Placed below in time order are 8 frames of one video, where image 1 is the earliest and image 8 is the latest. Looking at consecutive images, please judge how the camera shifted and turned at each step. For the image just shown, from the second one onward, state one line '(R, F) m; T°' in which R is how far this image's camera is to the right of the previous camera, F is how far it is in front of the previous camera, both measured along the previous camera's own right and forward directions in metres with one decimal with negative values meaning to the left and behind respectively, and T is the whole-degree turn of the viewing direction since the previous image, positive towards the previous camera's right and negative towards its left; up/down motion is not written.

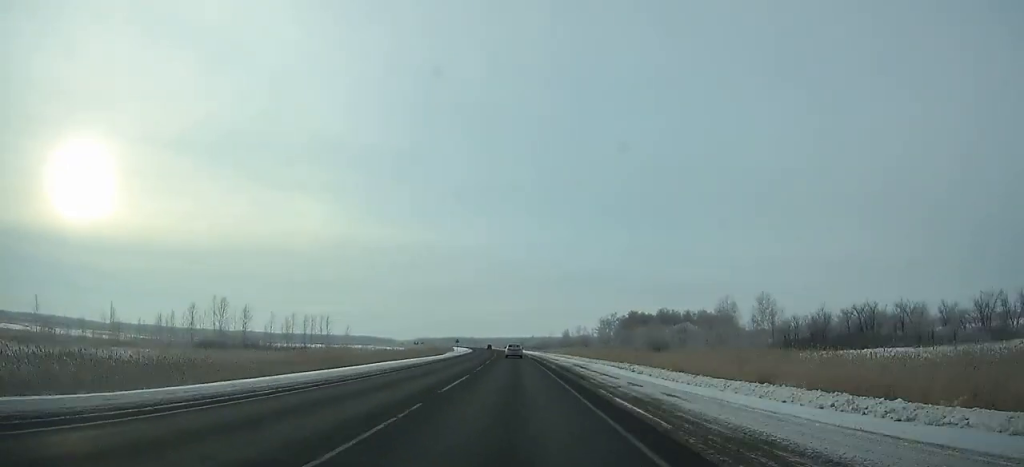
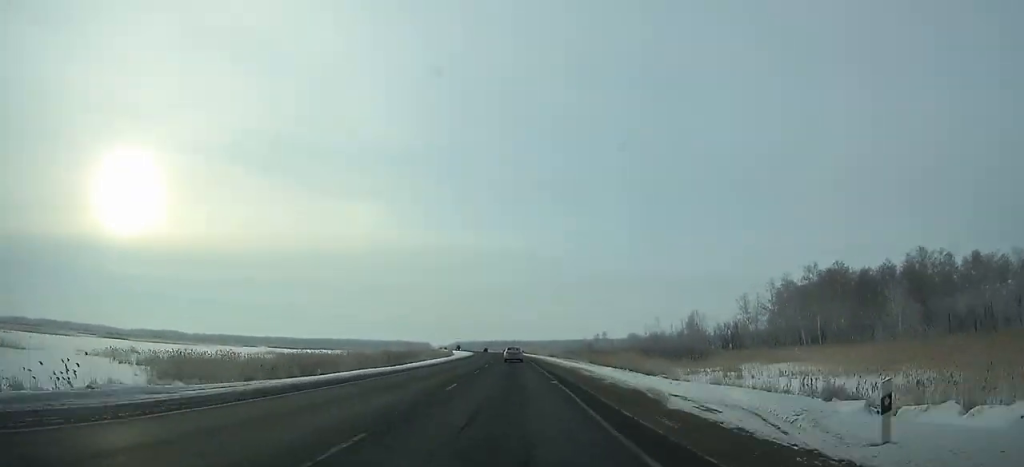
(-6.9, +165.3) m; -5°
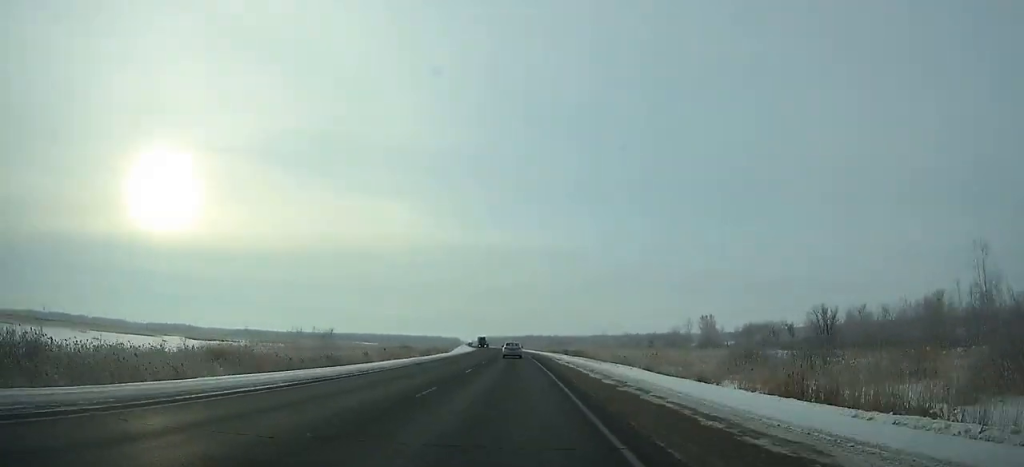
(-2.6, +111.2) m; -3°
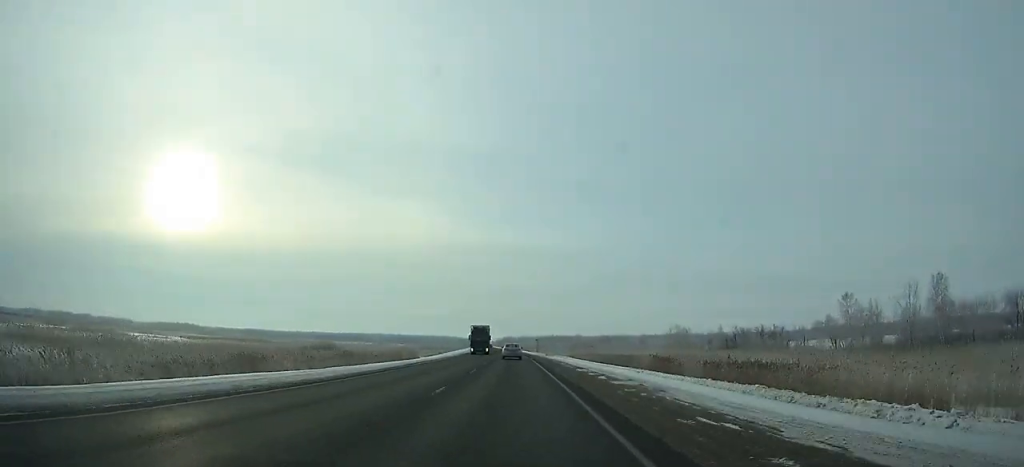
(-1.2, +71.0) m; -2°
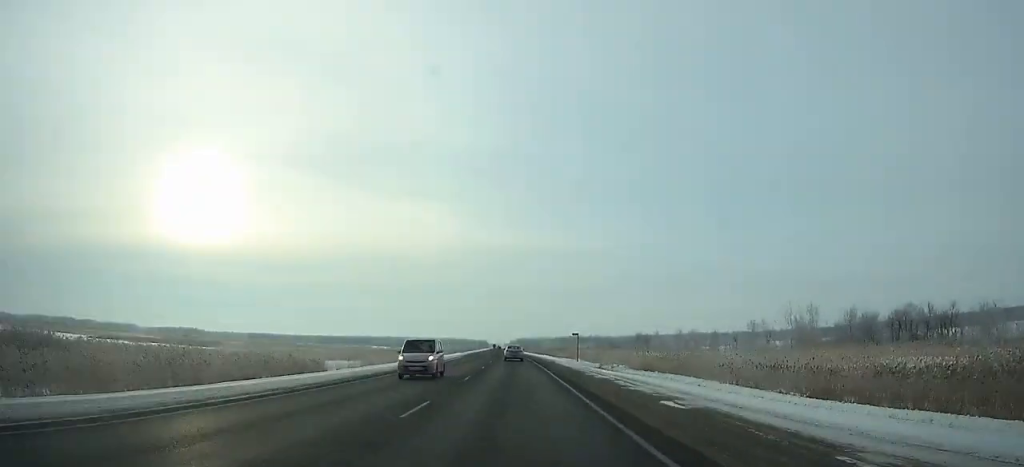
(-0.8, +52.3) m; -1°
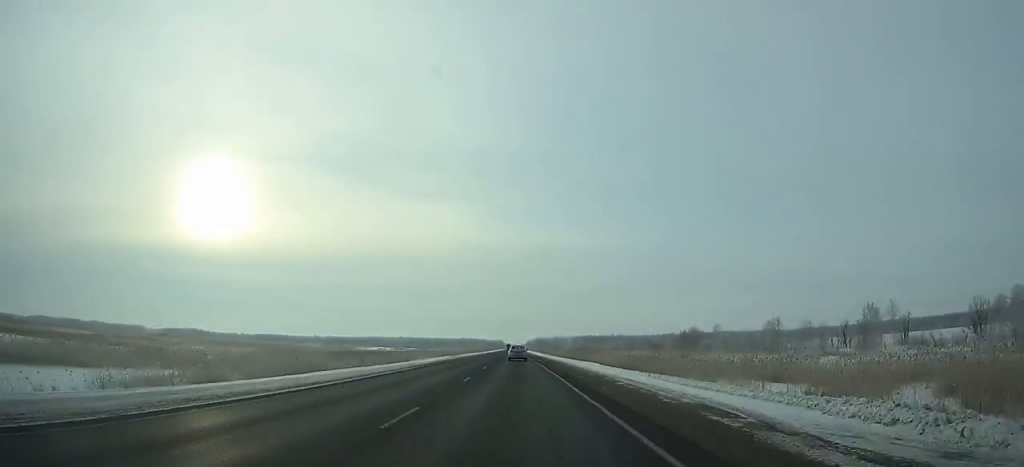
(-0.7, +49.5) m; -1°
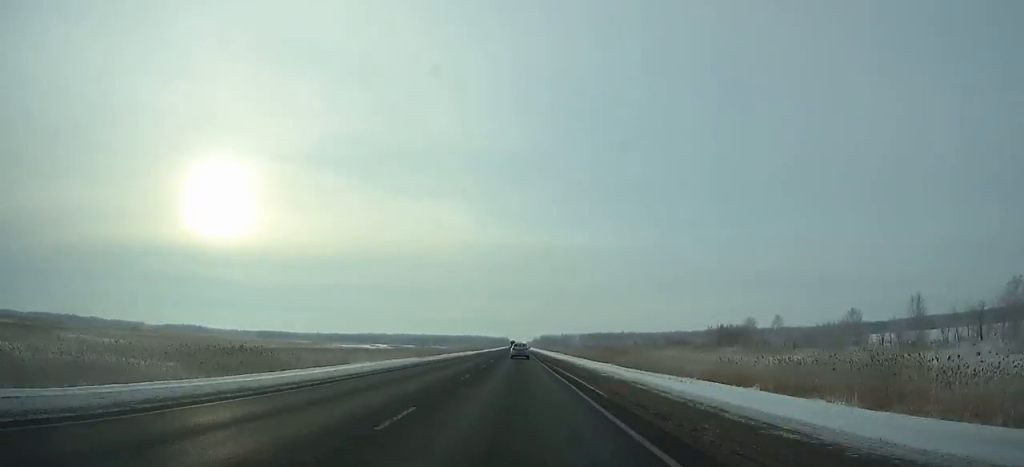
(-0.4, +36.4) m; -1°
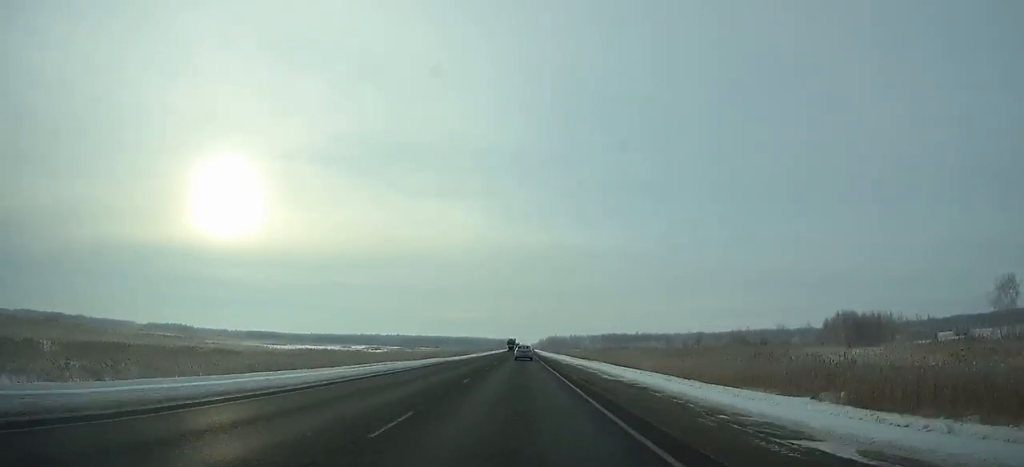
(-0.4, +72.7) m; 0°
